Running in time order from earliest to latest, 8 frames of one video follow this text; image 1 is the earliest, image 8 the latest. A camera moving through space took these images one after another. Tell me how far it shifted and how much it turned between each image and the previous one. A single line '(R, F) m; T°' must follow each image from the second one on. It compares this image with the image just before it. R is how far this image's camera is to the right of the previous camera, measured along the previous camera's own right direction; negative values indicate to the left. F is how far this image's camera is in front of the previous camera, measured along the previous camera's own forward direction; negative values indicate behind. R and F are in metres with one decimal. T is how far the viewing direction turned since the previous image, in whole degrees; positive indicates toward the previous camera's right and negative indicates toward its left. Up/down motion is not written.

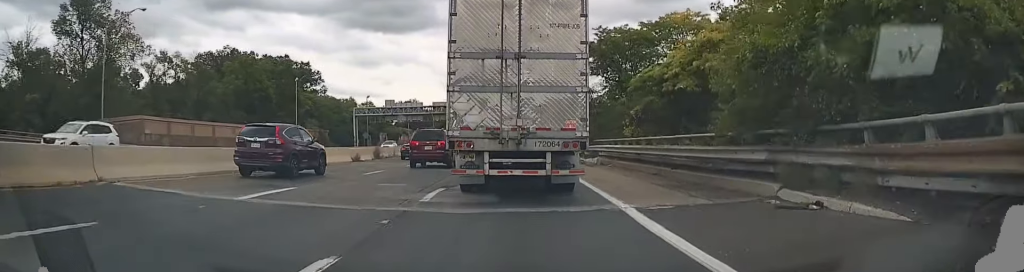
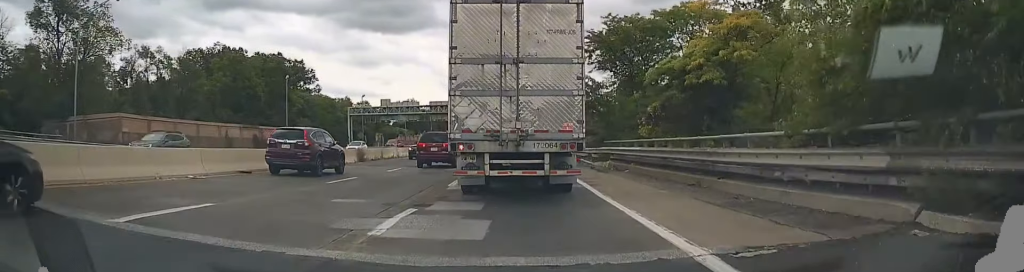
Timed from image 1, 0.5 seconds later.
(-0.1, +4.2) m; -1°
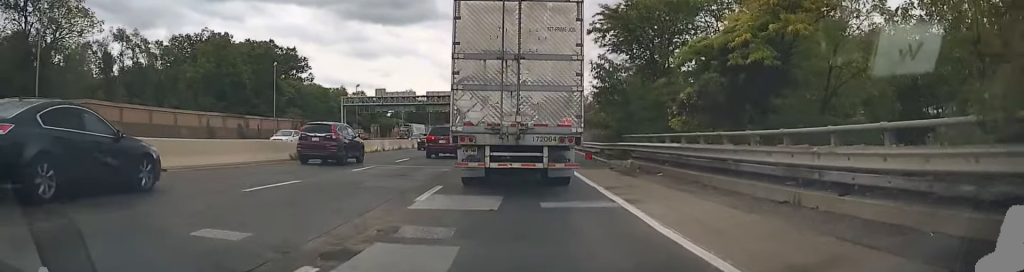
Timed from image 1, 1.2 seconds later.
(-0.1, +5.2) m; -2°
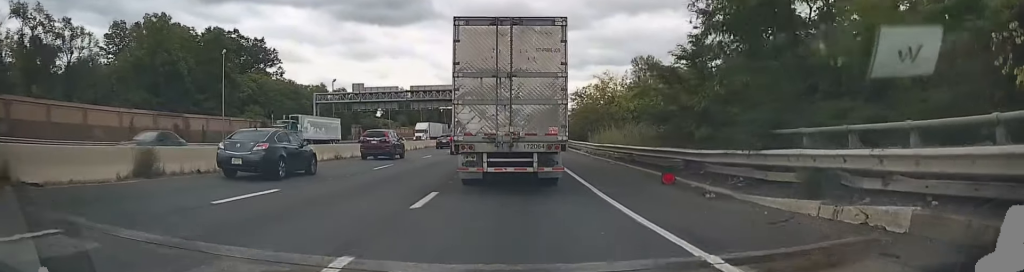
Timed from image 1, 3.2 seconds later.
(+0.6, +17.3) m; +3°
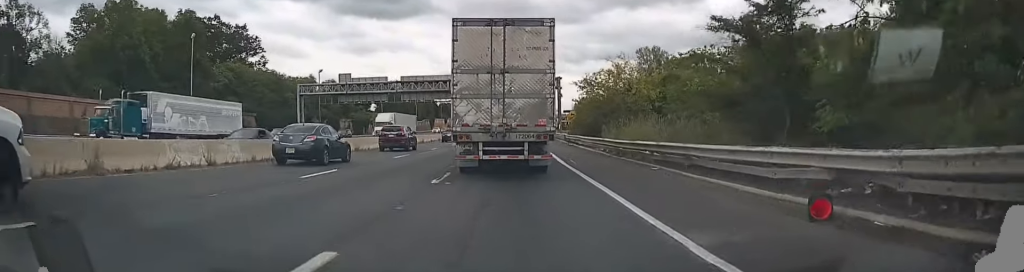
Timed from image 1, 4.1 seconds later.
(-0.3, +8.3) m; -1°
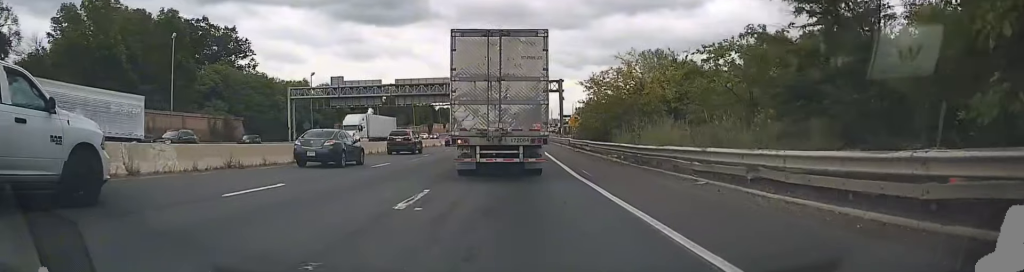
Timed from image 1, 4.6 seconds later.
(0.0, +4.4) m; 0°
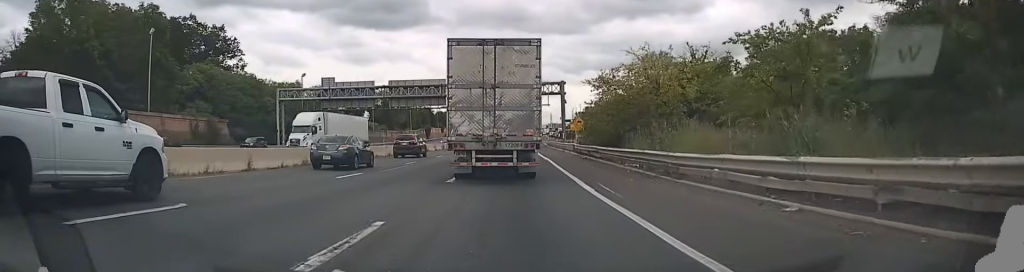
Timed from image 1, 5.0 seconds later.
(+0.1, +4.6) m; 0°
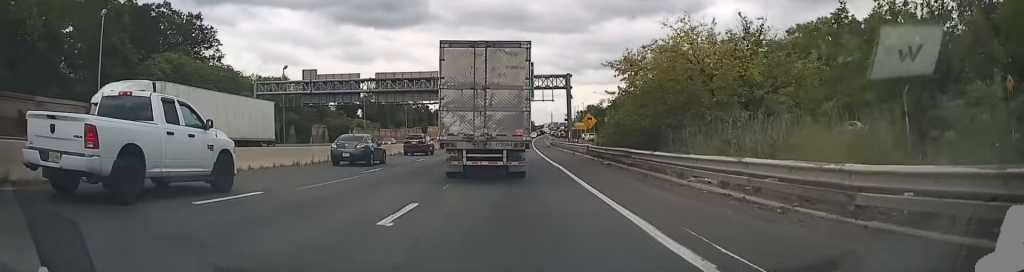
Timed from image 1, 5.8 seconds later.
(-0.2, +9.1) m; +1°
